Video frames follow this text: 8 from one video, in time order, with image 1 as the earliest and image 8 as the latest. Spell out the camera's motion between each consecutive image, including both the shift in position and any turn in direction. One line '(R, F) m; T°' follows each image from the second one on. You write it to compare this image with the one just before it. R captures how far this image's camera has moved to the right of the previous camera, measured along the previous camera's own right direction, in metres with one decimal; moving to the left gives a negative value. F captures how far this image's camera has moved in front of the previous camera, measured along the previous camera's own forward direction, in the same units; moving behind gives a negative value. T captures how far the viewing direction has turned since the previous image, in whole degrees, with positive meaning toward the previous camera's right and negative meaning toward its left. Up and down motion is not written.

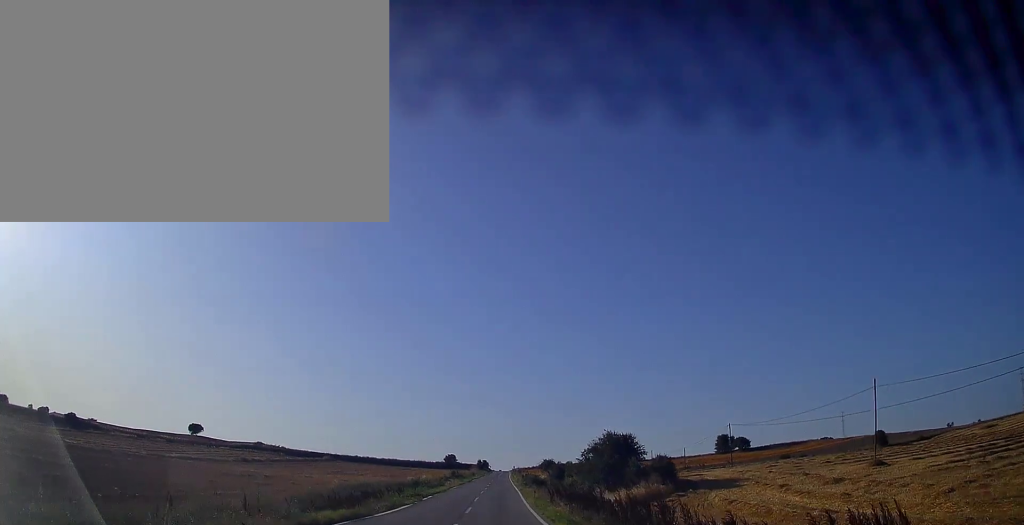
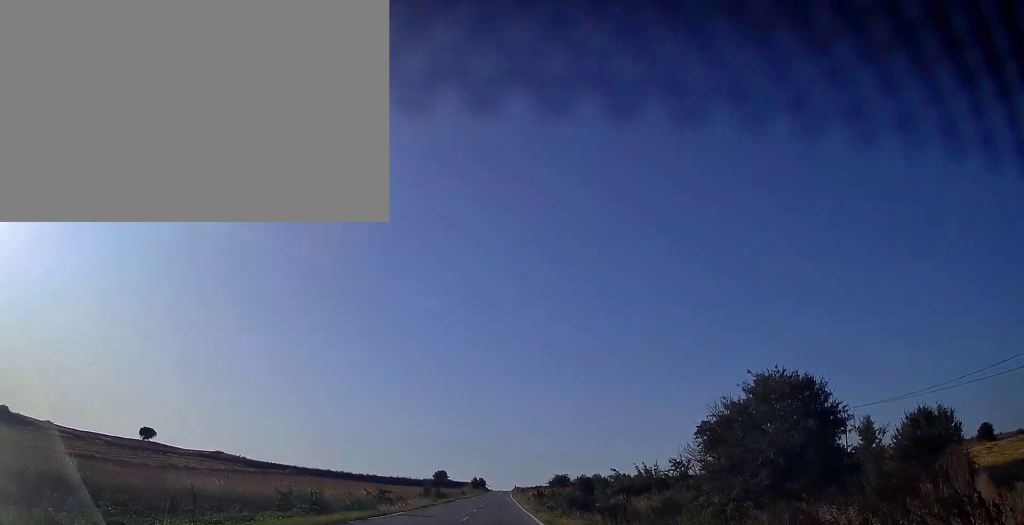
(0.0, +36.6) m; +1°
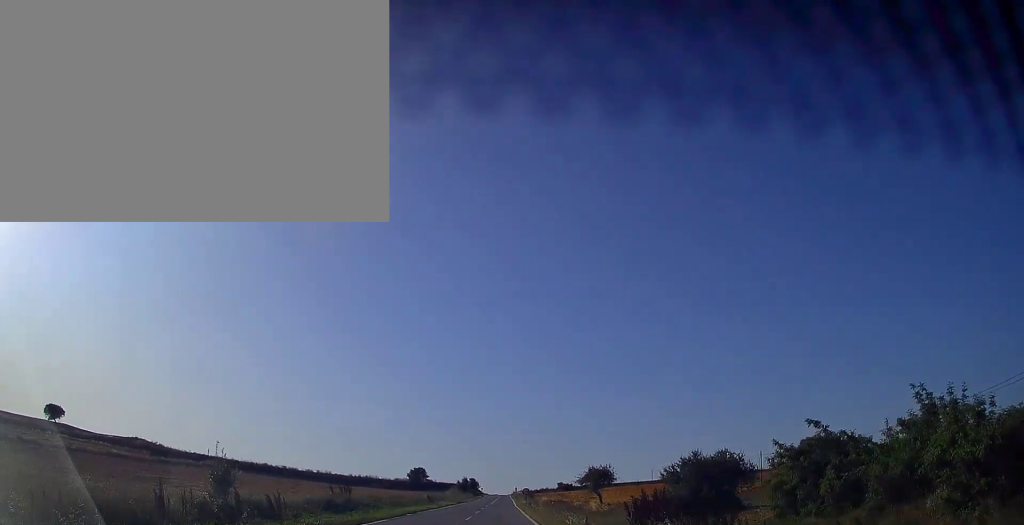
(0.0, +52.3) m; 0°
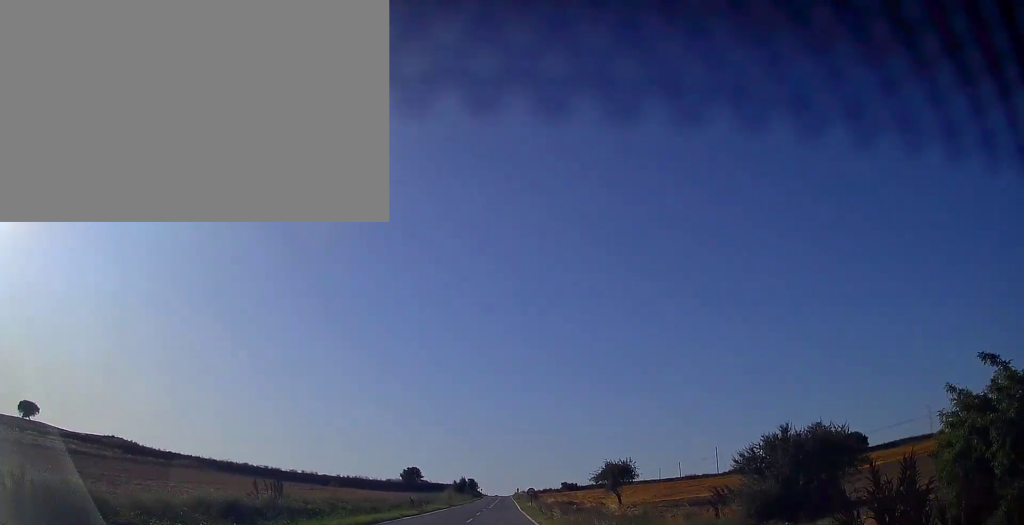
(+0.1, +12.1) m; 0°
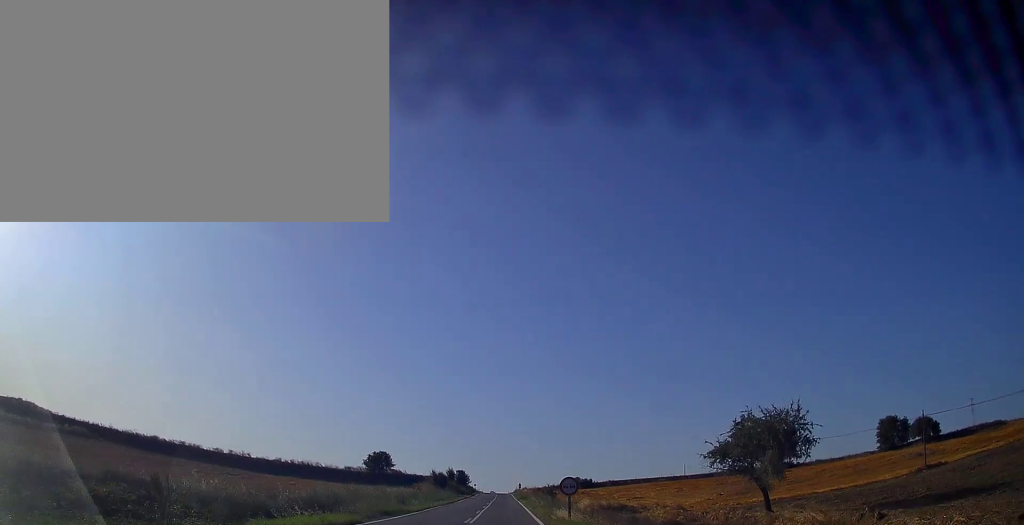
(+0.1, +37.8) m; 0°
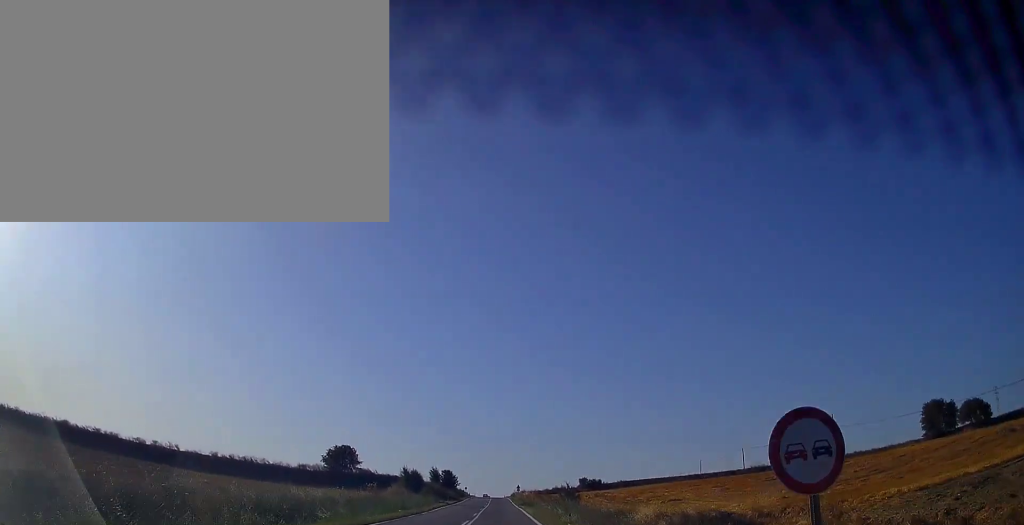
(+0.1, +22.9) m; 0°
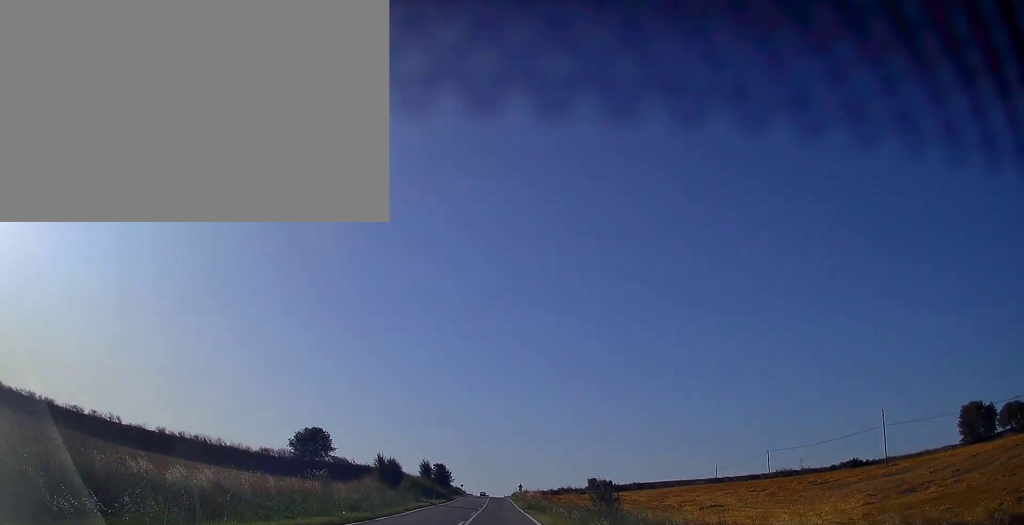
(0.0, +14.5) m; 0°
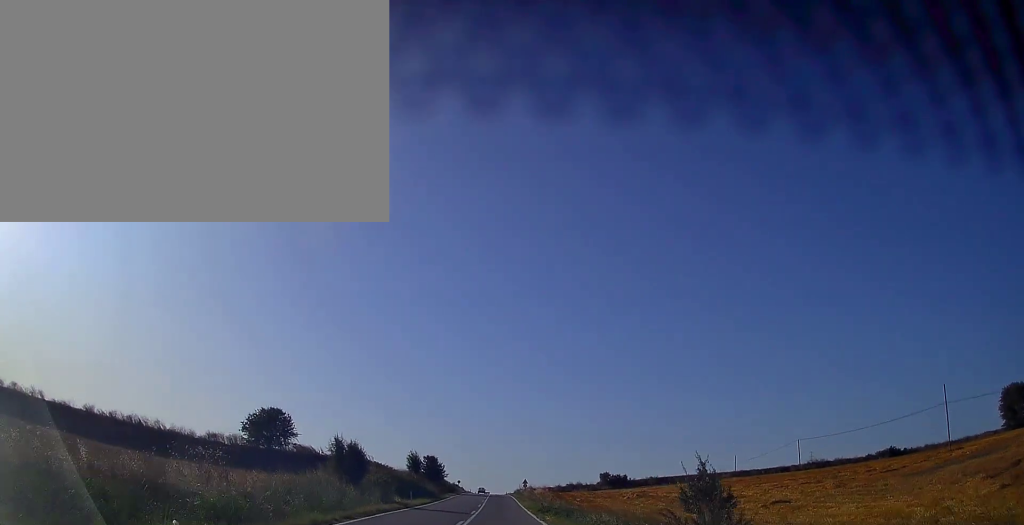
(0.0, +14.5) m; 0°
